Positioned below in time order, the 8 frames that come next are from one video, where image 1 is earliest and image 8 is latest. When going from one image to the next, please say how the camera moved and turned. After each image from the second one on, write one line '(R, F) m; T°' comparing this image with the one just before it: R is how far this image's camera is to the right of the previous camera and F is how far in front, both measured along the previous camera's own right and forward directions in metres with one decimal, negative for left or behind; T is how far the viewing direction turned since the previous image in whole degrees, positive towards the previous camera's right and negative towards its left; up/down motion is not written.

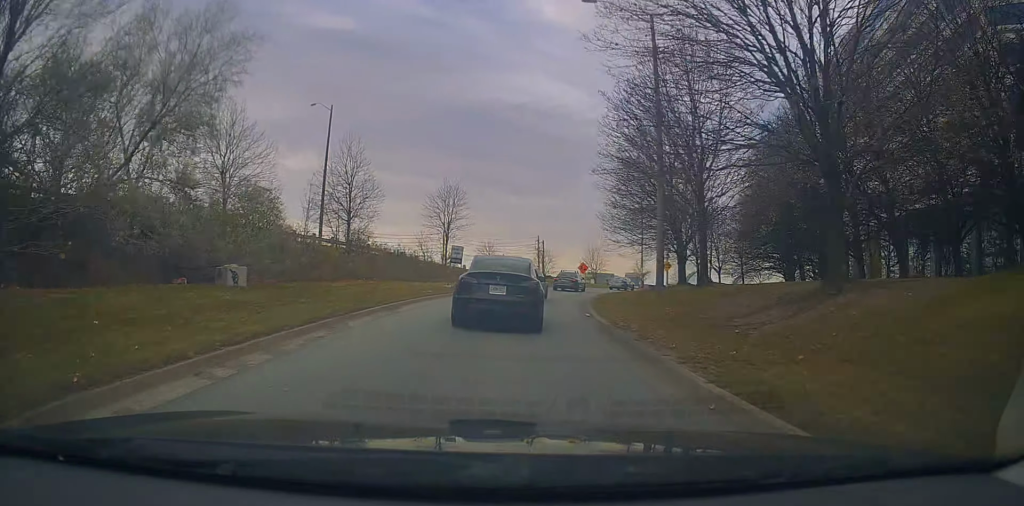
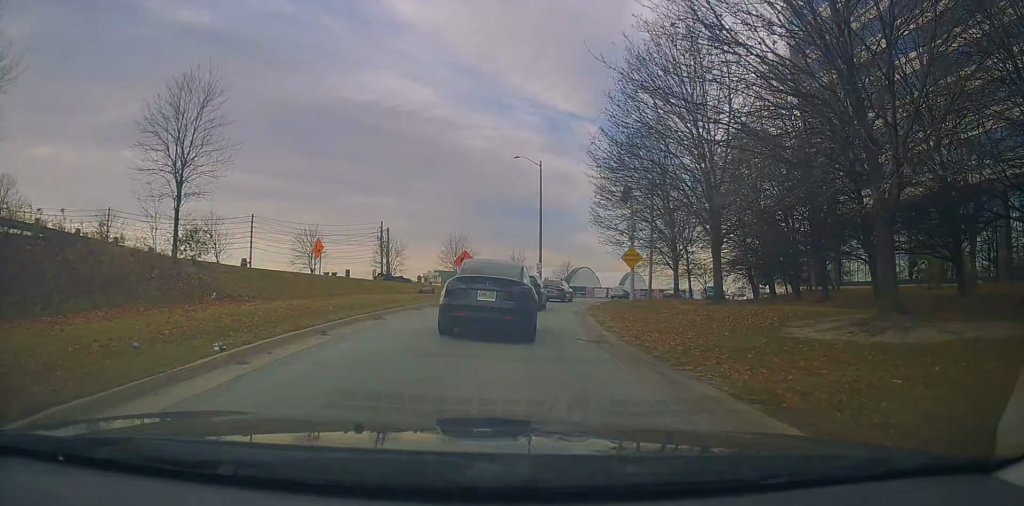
(+4.3, +30.8) m; +19°
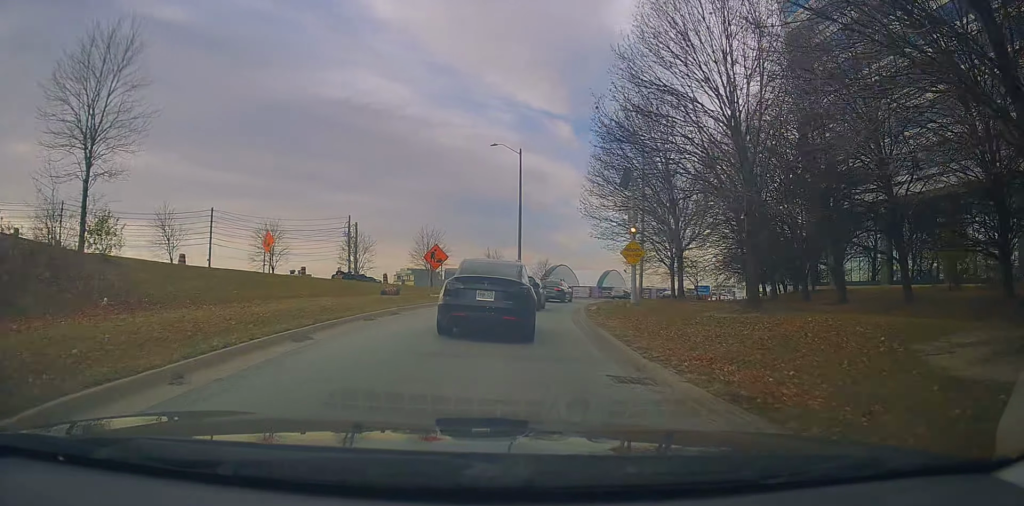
(+0.2, +5.1) m; +4°
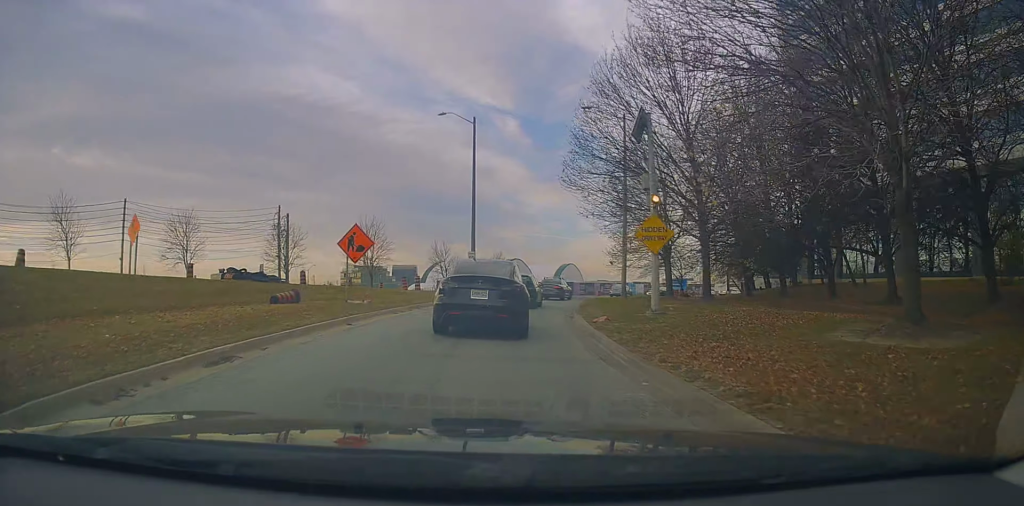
(+0.5, +9.2) m; +2°
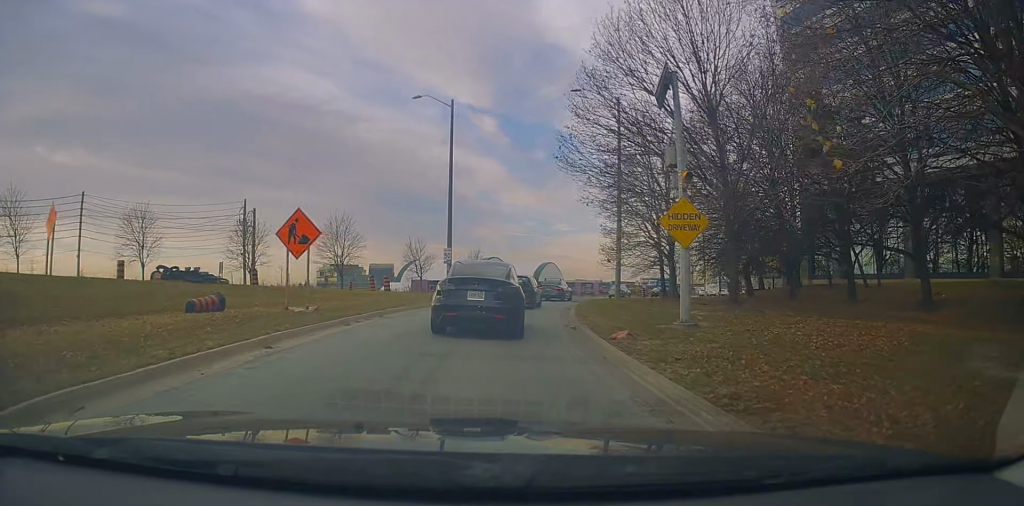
(-0.1, +4.2) m; +2°
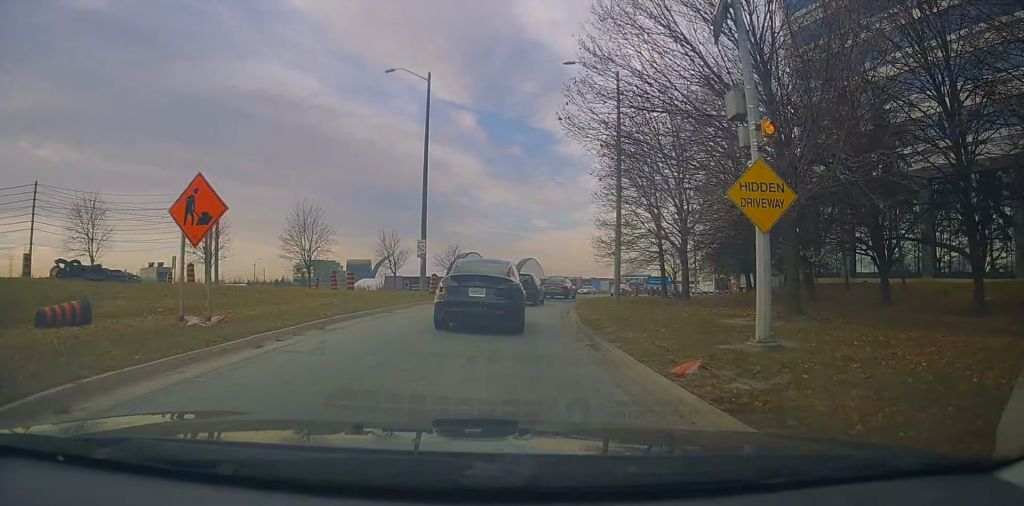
(-0.3, +4.5) m; +3°
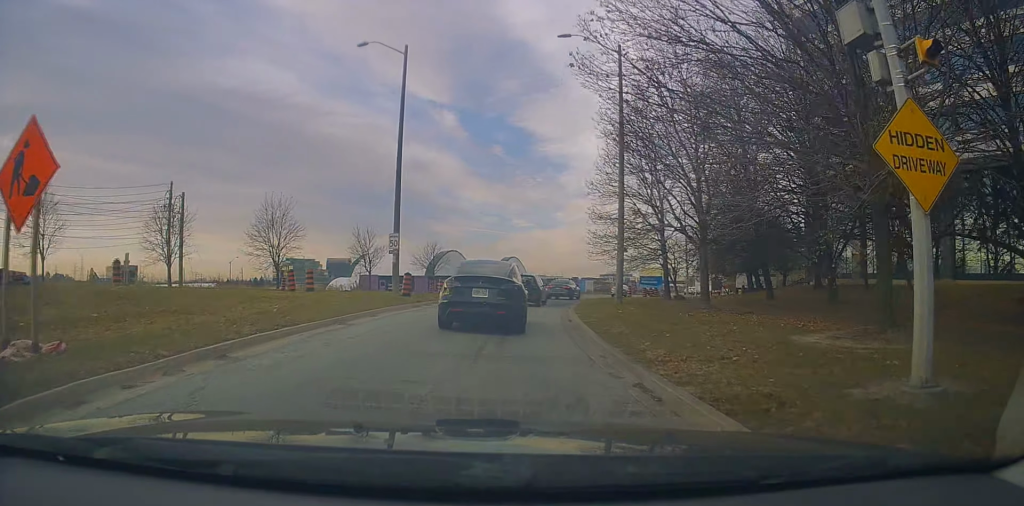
(+0.5, +3.9) m; +4°
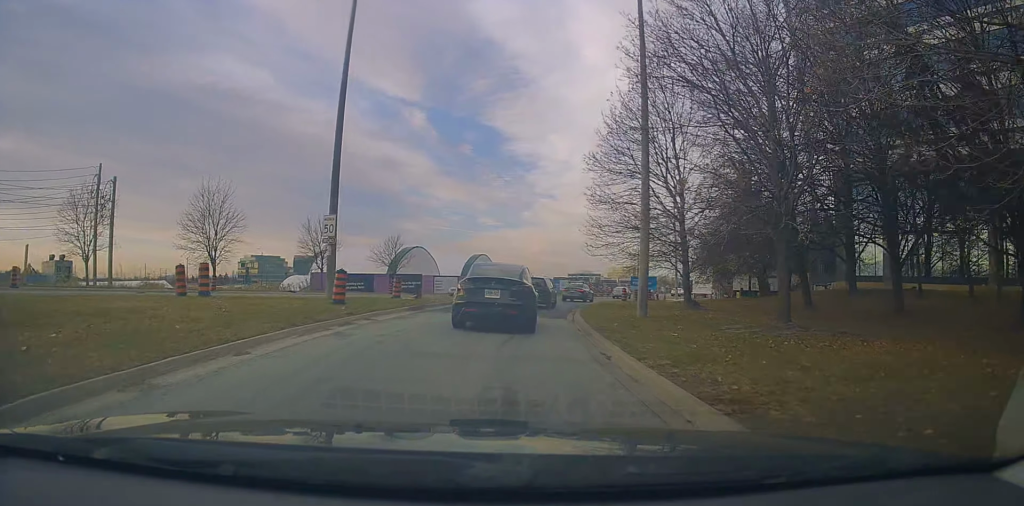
(+0.5, +7.5) m; +7°
